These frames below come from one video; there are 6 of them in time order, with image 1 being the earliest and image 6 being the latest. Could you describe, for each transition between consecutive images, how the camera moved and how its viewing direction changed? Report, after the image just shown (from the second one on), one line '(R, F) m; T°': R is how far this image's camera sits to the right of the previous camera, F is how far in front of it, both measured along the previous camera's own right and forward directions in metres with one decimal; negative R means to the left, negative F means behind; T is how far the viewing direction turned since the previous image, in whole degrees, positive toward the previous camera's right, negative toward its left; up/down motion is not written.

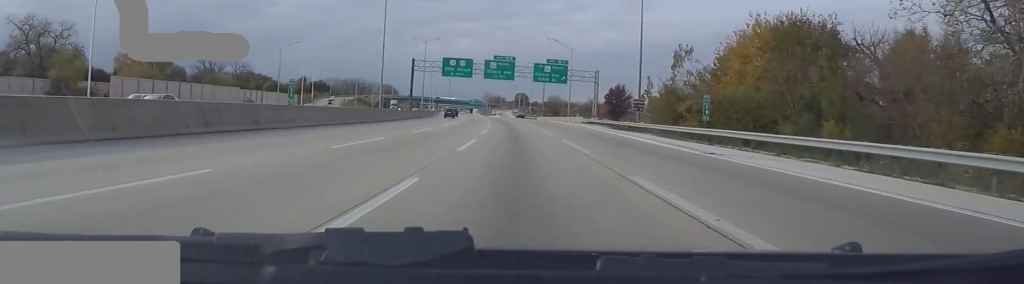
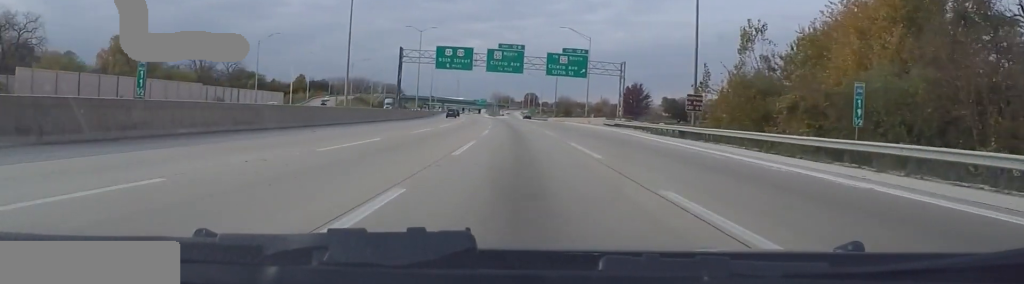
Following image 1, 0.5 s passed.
(+0.7, +16.6) m; 0°
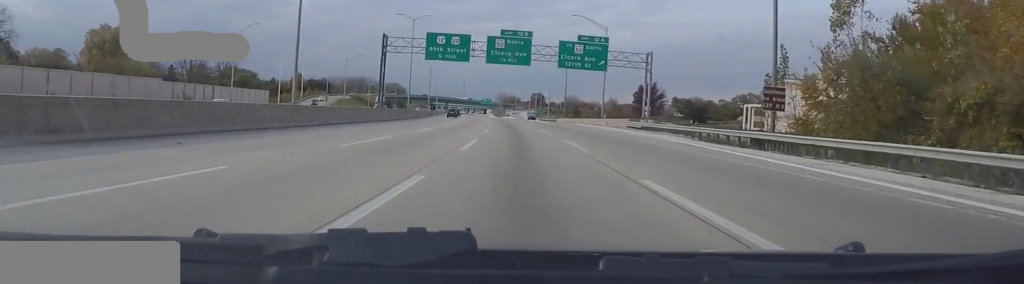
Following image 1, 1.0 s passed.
(-0.2, +13.2) m; -1°
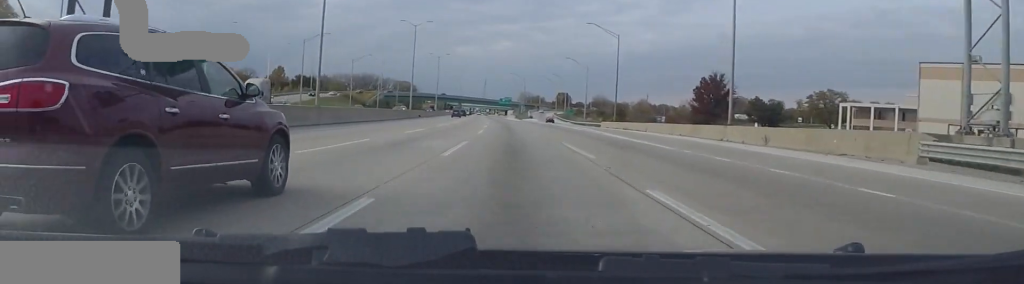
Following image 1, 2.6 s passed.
(-1.4, +50.2) m; -3°
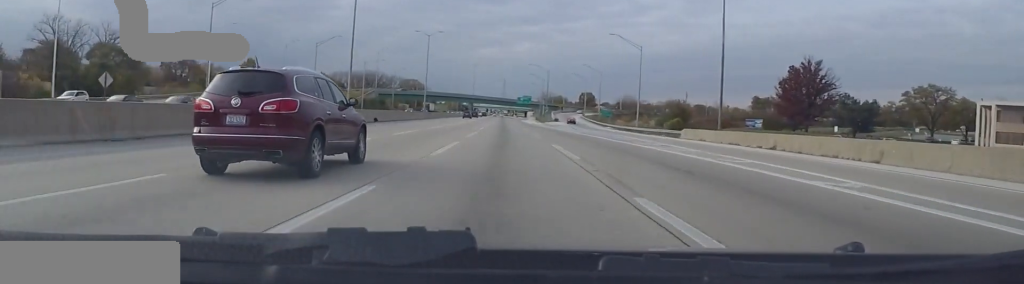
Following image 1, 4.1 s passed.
(-0.9, +45.4) m; -2°
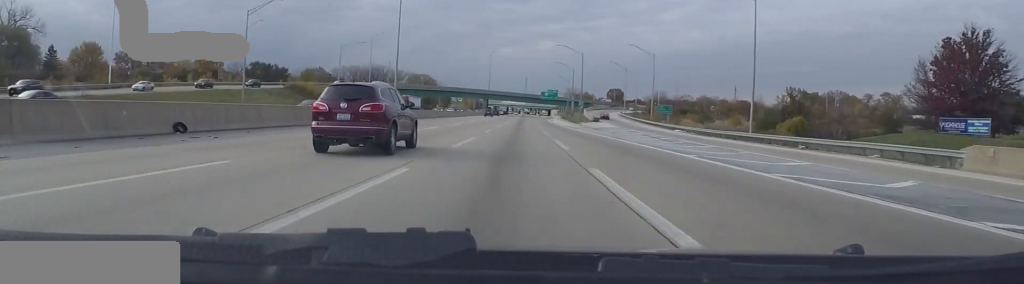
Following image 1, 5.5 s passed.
(-1.2, +41.7) m; -1°
